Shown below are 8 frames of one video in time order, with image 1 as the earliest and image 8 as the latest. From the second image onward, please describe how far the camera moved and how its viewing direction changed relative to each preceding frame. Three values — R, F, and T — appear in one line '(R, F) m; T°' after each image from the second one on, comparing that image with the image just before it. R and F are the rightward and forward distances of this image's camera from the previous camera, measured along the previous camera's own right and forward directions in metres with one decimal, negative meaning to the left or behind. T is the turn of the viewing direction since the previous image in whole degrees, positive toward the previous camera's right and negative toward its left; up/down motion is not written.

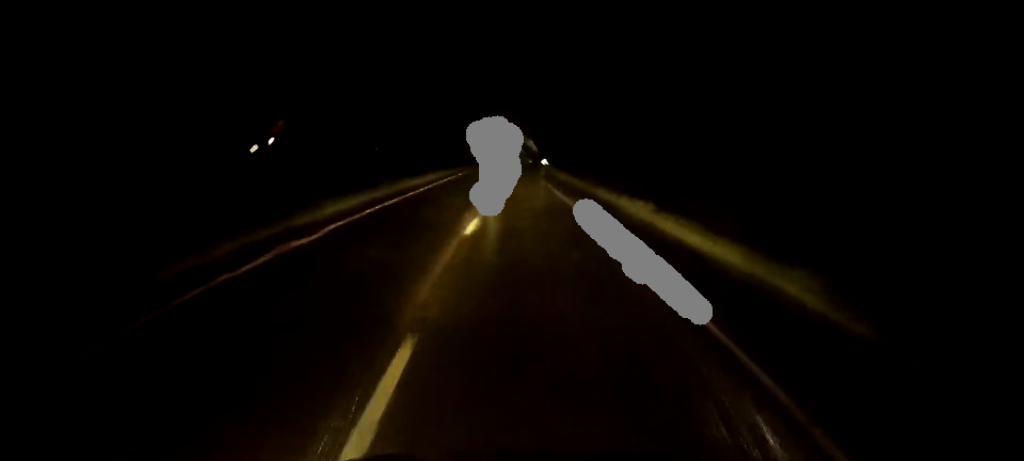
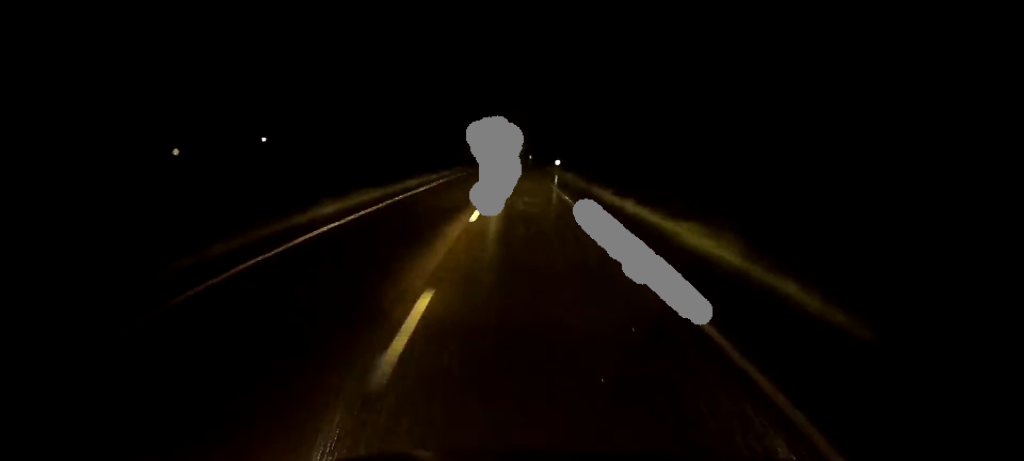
(-0.1, +34.6) m; 0°
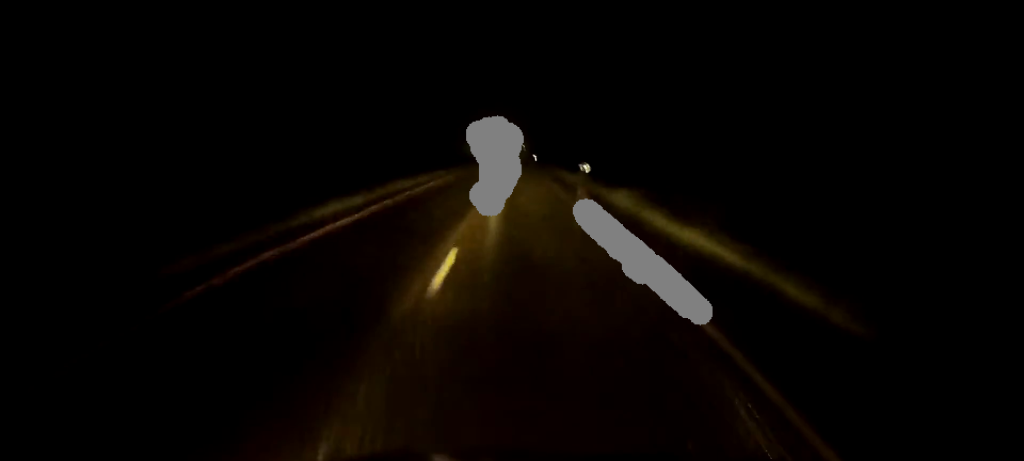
(0.0, +33.5) m; 0°
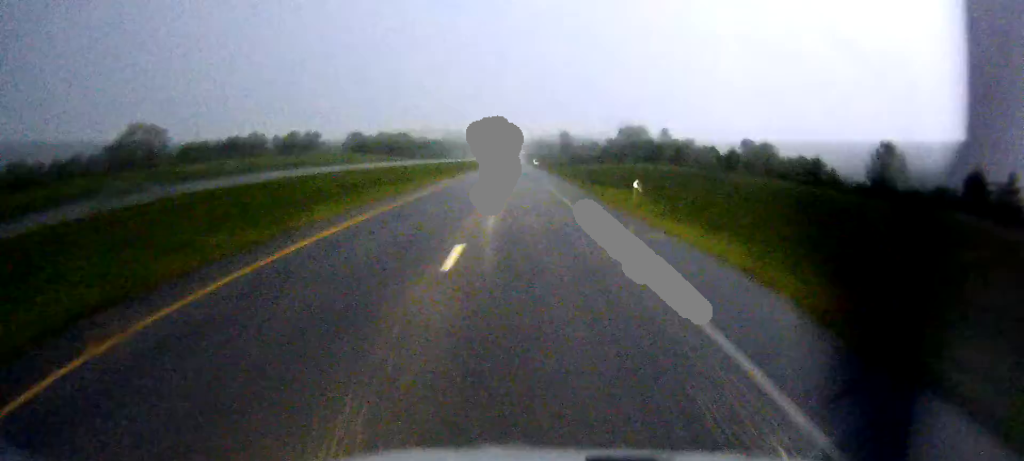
(0.0, +23.0) m; 0°
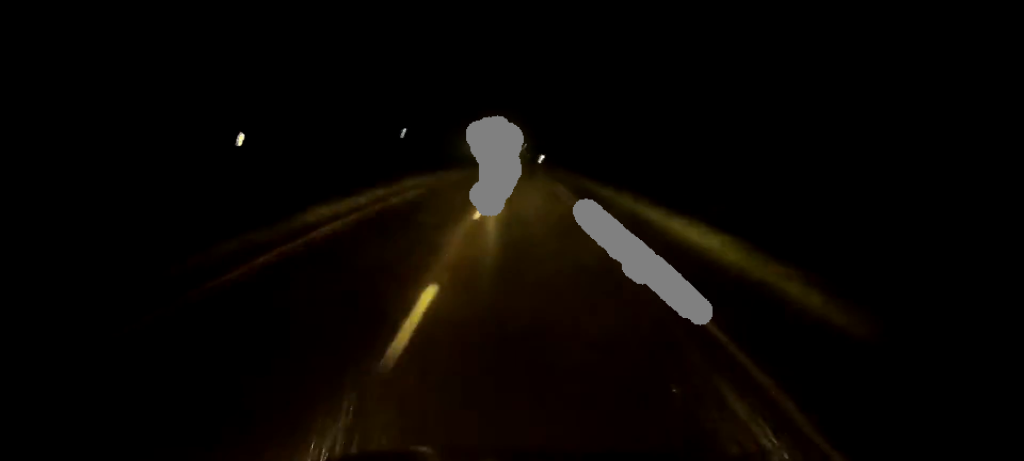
(0.0, +29.2) m; 0°
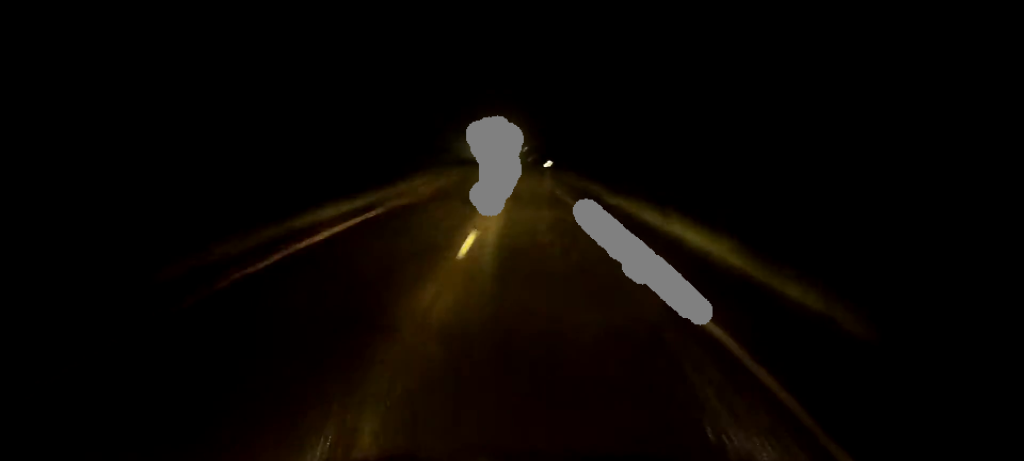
(0.0, +30.4) m; 0°
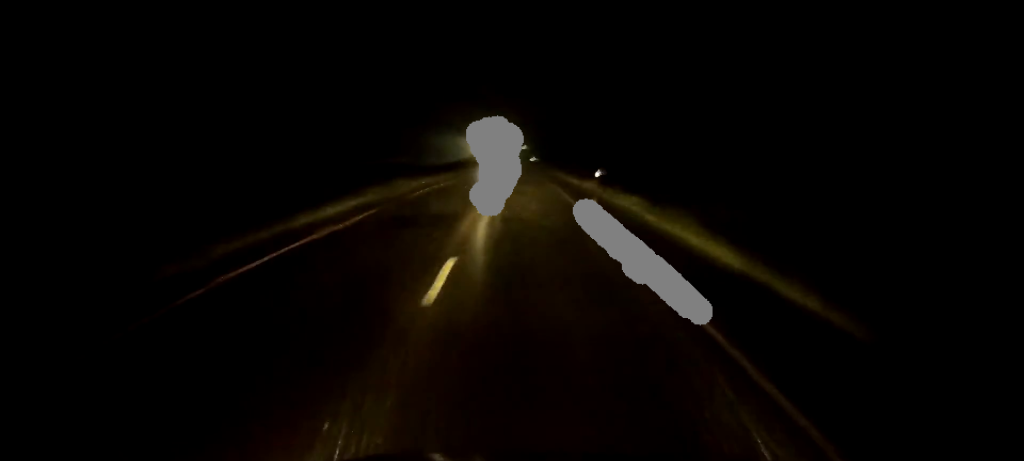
(+0.1, +77.3) m; 0°
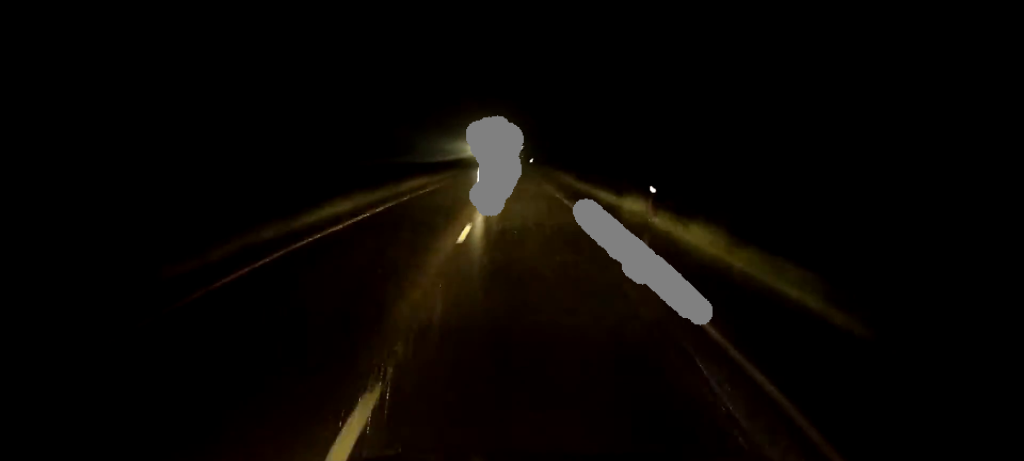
(0.0, +18.8) m; 0°
